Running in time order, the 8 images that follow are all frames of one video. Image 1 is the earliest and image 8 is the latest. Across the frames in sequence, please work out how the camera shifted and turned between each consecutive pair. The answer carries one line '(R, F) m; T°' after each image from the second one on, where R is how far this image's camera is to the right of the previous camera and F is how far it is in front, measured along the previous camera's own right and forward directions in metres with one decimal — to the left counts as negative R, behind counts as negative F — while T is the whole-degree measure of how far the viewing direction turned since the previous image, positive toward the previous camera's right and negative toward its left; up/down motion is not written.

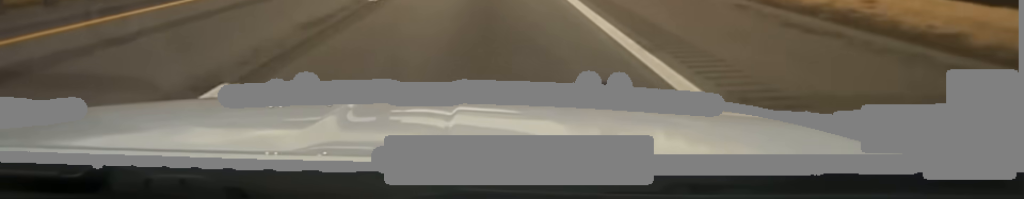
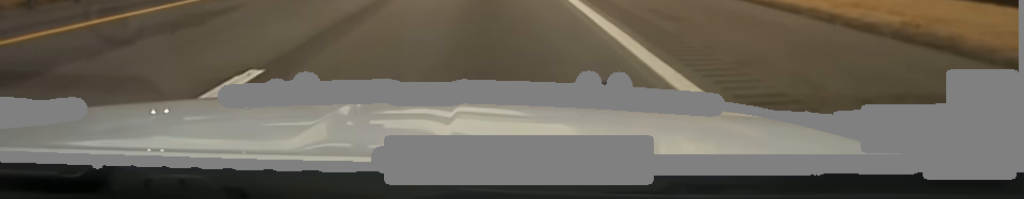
(-0.2, +28.7) m; 0°
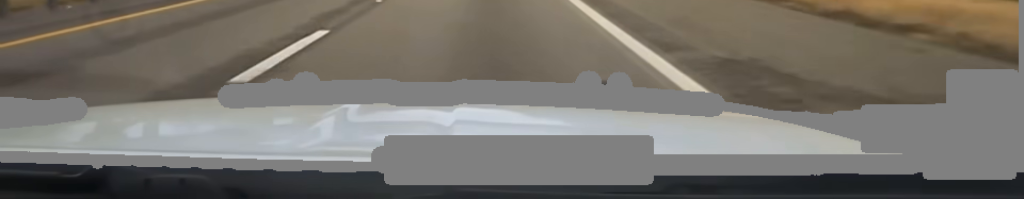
(0.0, +35.4) m; 0°
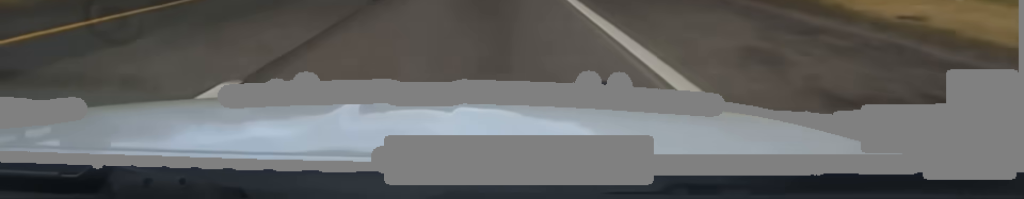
(+0.1, +42.5) m; 0°
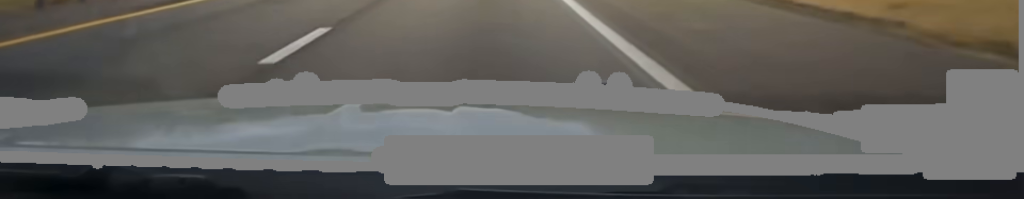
(0.0, +19.1) m; 0°
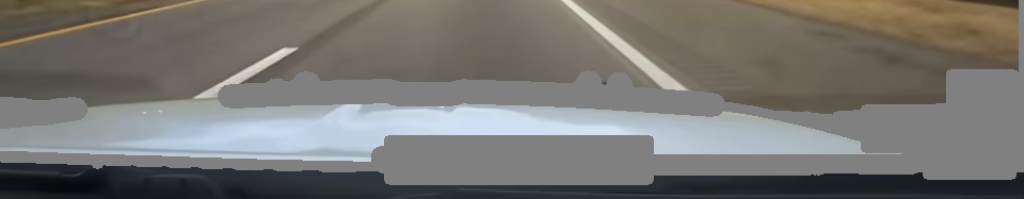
(+0.2, +46.7) m; 0°
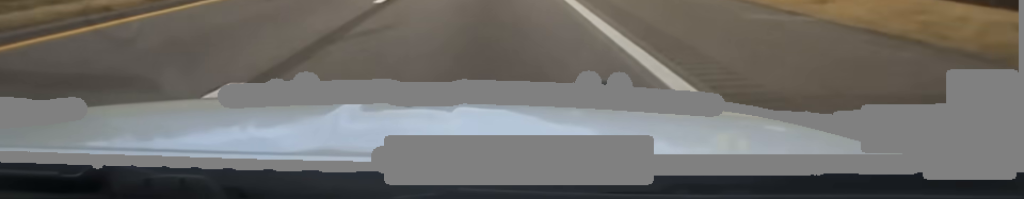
(0.0, +66.4) m; 0°
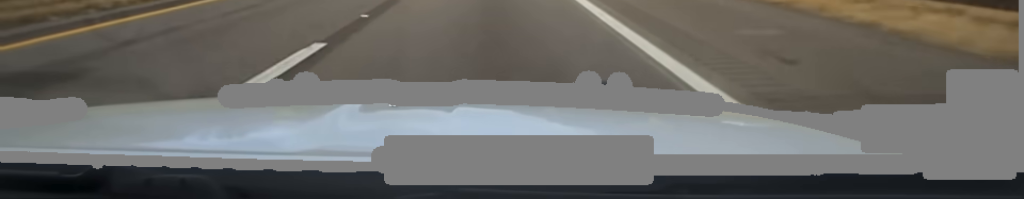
(-0.2, +34.2) m; -1°
